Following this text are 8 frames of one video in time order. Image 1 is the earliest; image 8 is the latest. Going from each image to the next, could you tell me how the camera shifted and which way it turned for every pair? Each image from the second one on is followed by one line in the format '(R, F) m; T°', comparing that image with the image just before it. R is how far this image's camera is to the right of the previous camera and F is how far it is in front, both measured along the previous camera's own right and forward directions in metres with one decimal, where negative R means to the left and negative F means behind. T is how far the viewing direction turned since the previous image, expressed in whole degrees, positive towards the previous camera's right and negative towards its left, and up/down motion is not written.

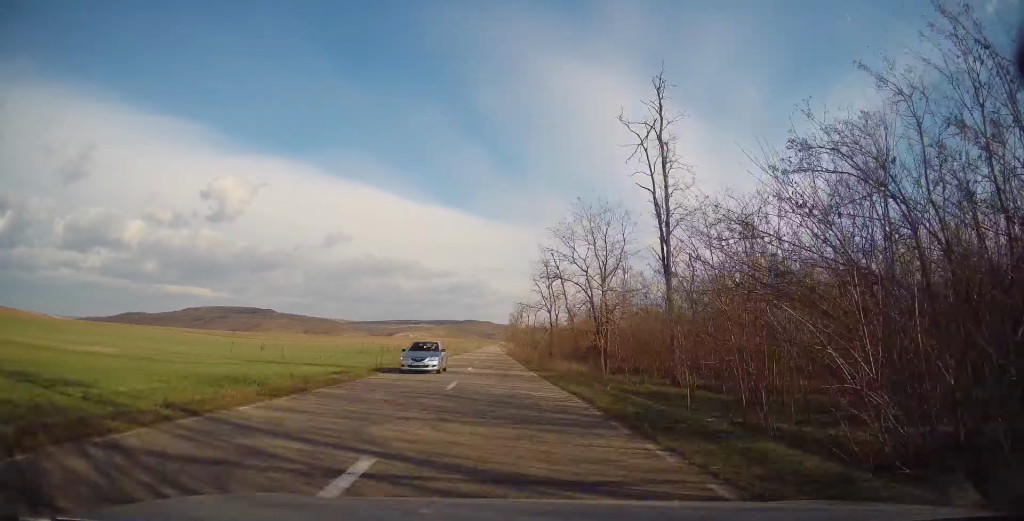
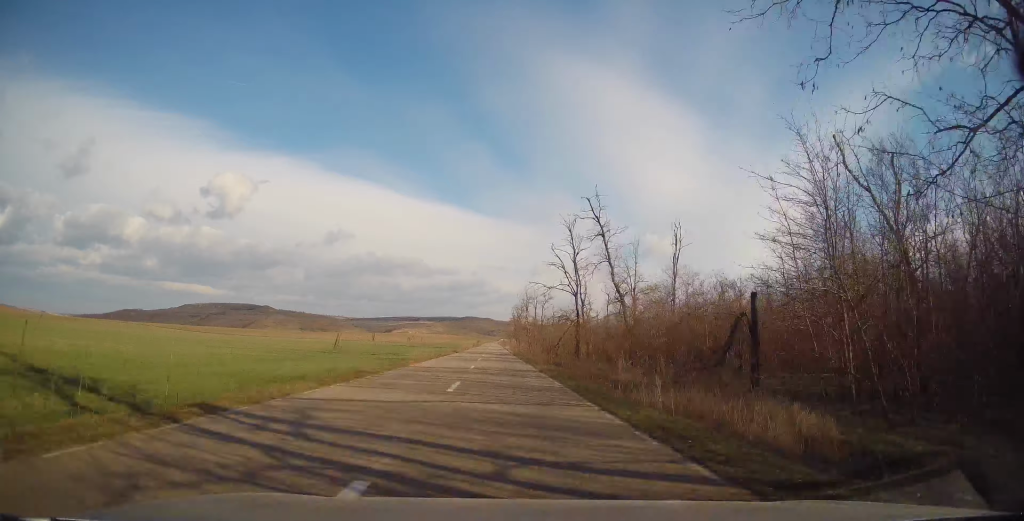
(-0.4, +24.7) m; 0°
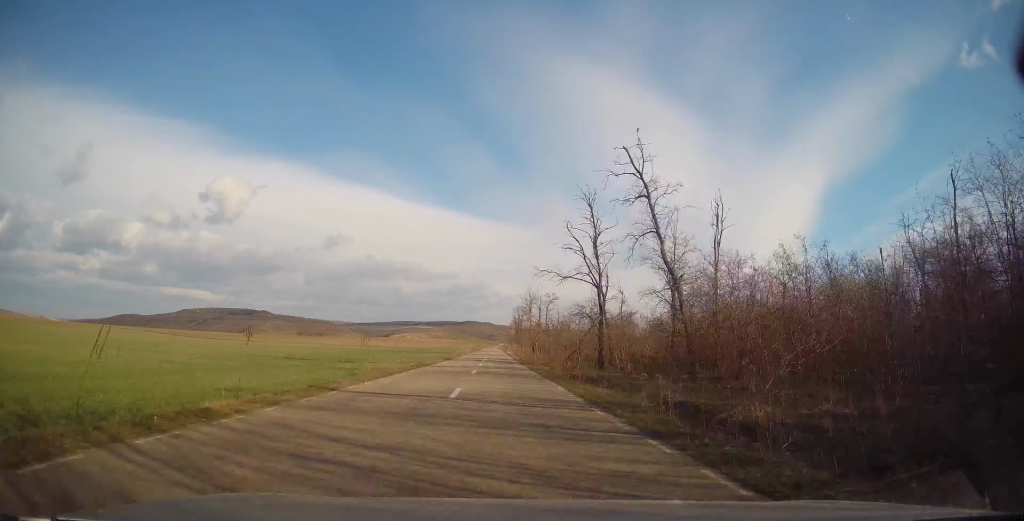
(+0.2, +13.1) m; 0°
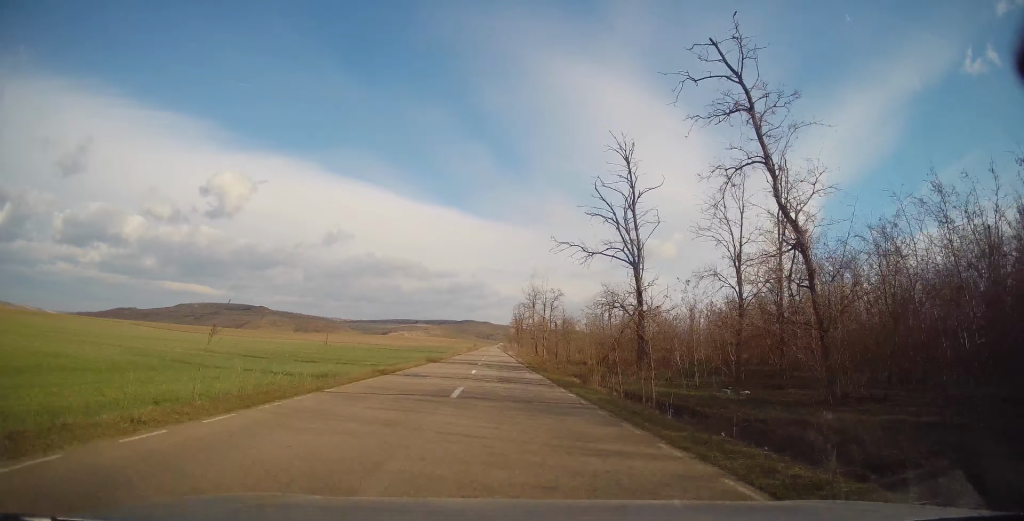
(+0.2, +12.1) m; 0°
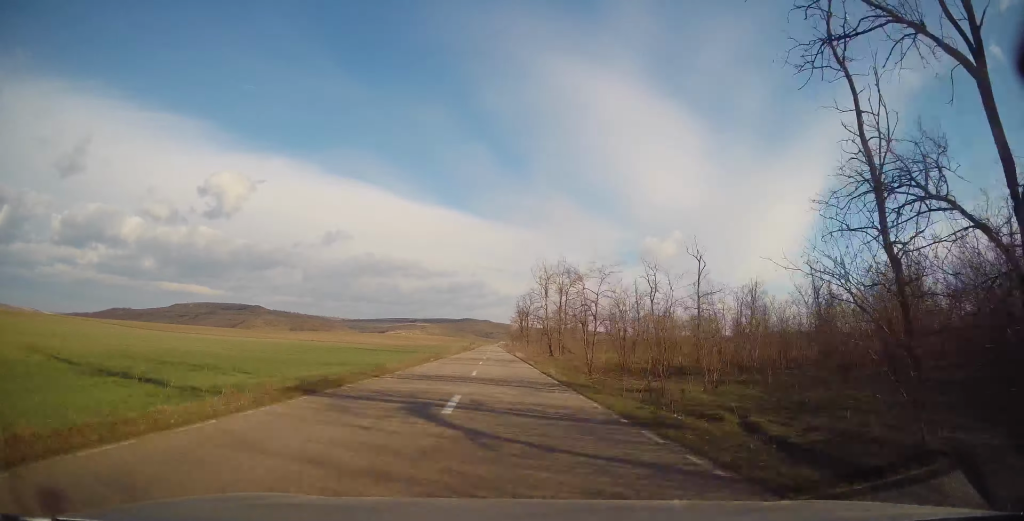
(-0.5, +26.7) m; 0°
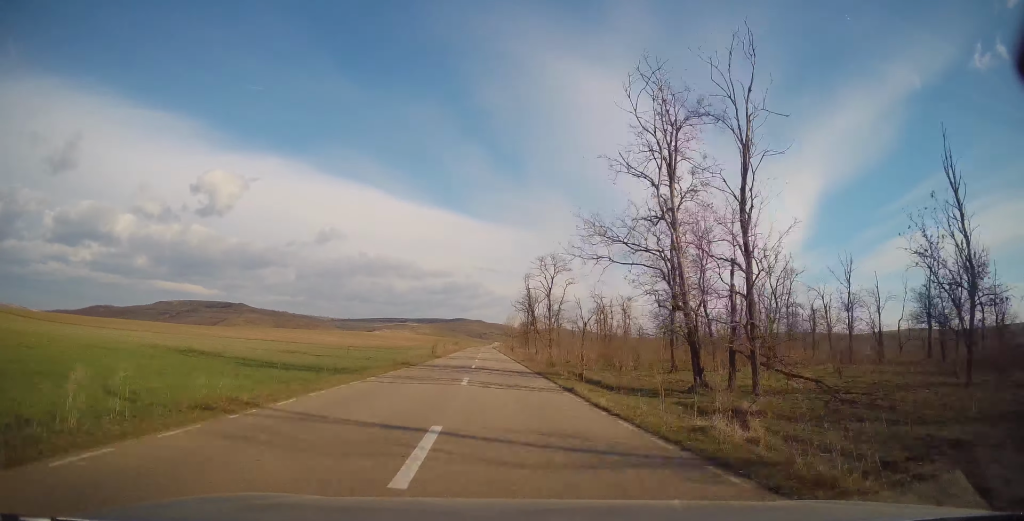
(+1.1, +64.3) m; +1°
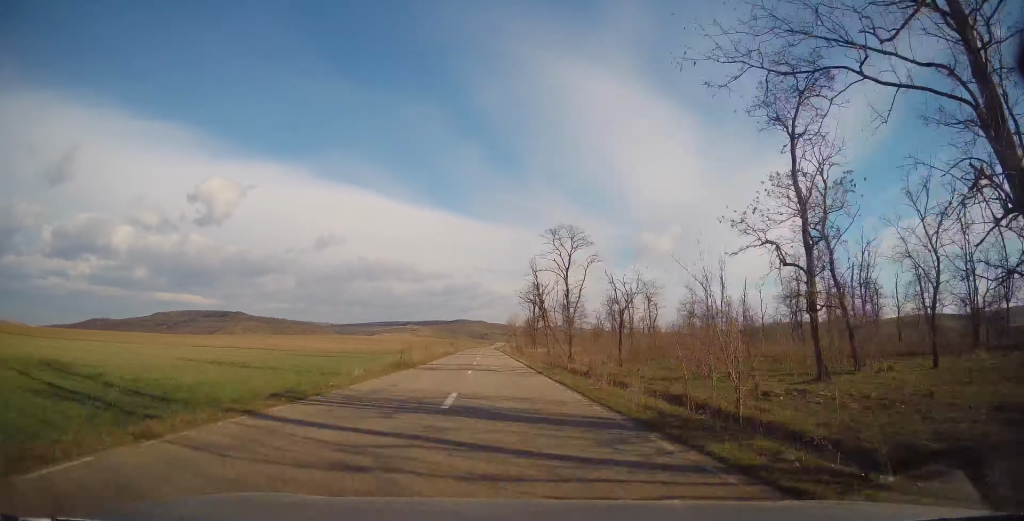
(0.0, +17.6) m; 0°
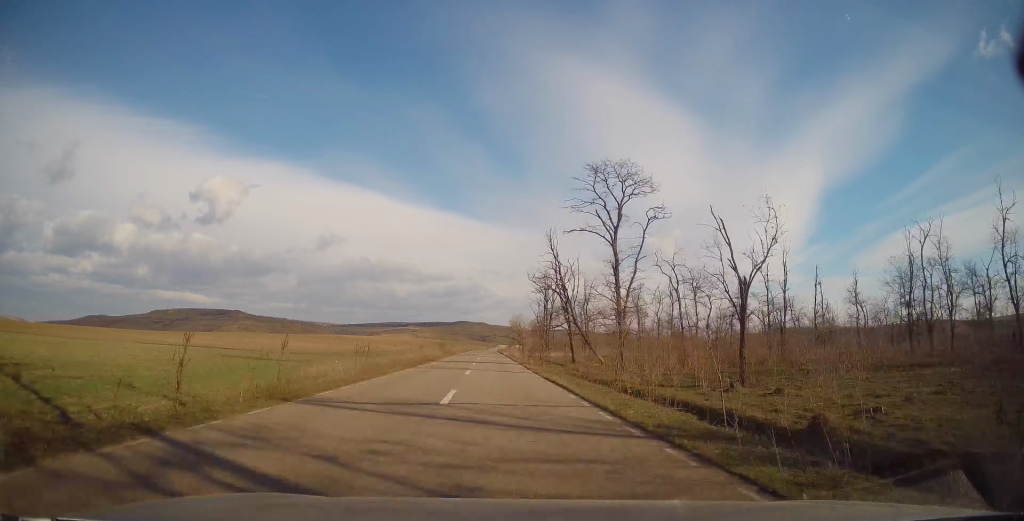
(0.0, +23.6) m; 0°
